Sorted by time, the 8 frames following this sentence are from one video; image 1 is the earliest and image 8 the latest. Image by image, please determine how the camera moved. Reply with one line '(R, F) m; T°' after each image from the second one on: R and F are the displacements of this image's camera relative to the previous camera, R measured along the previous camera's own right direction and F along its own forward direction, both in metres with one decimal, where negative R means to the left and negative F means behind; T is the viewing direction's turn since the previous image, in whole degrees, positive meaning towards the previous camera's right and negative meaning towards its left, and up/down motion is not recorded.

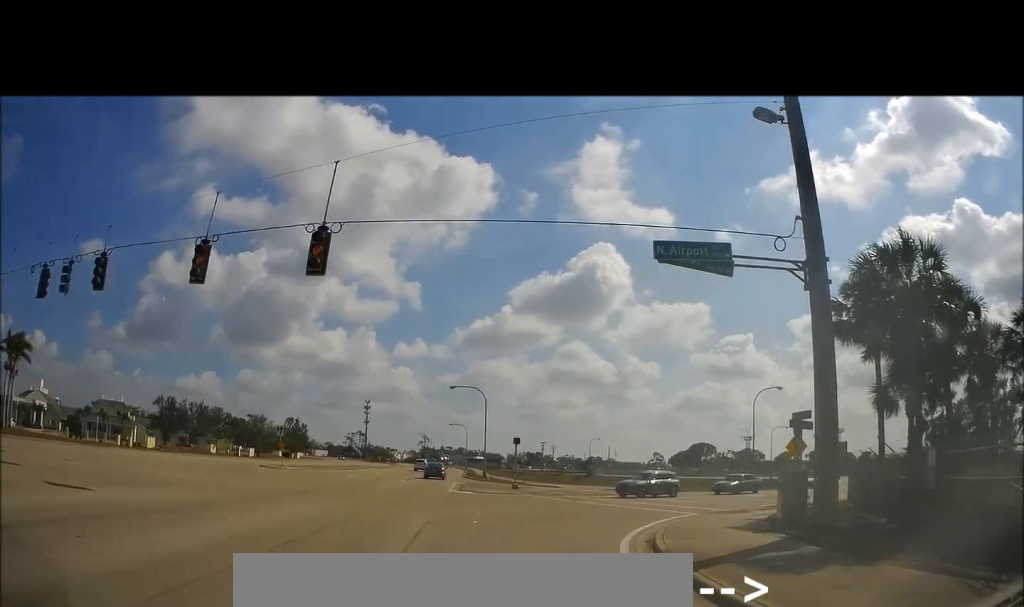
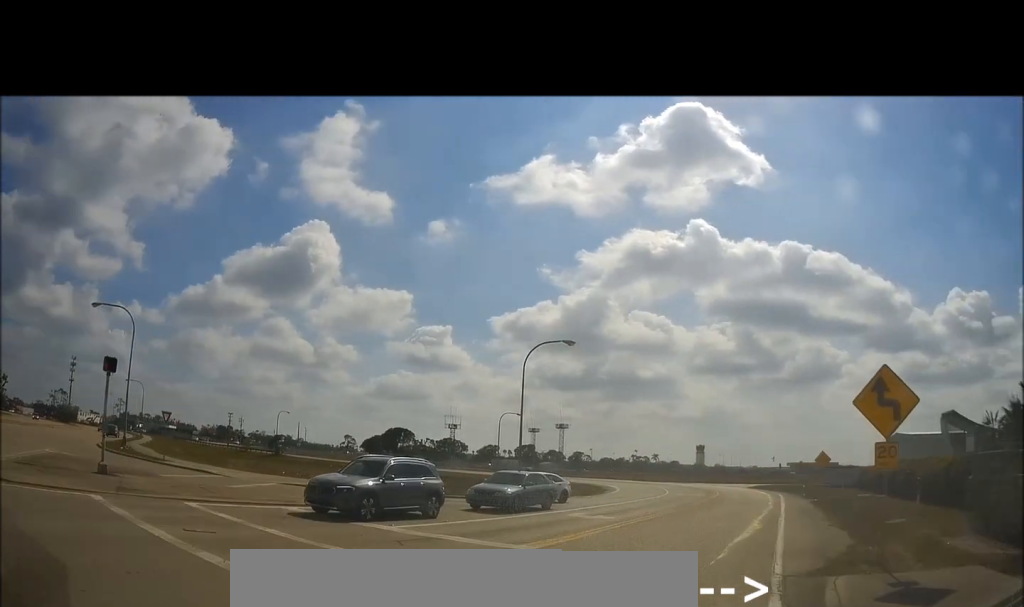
(+4.3, +19.4) m; +29°
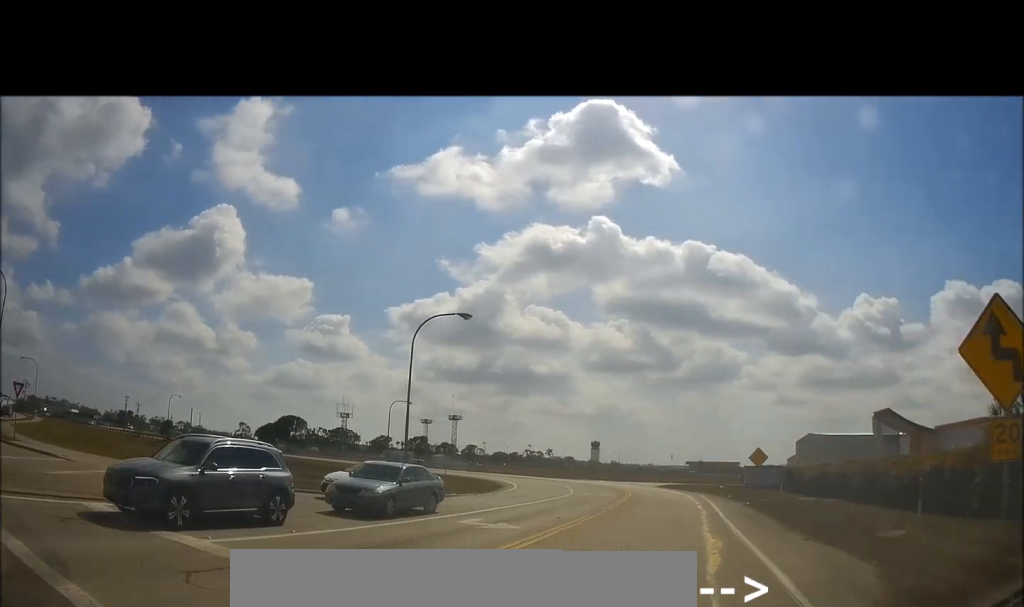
(0.0, +4.6) m; +9°
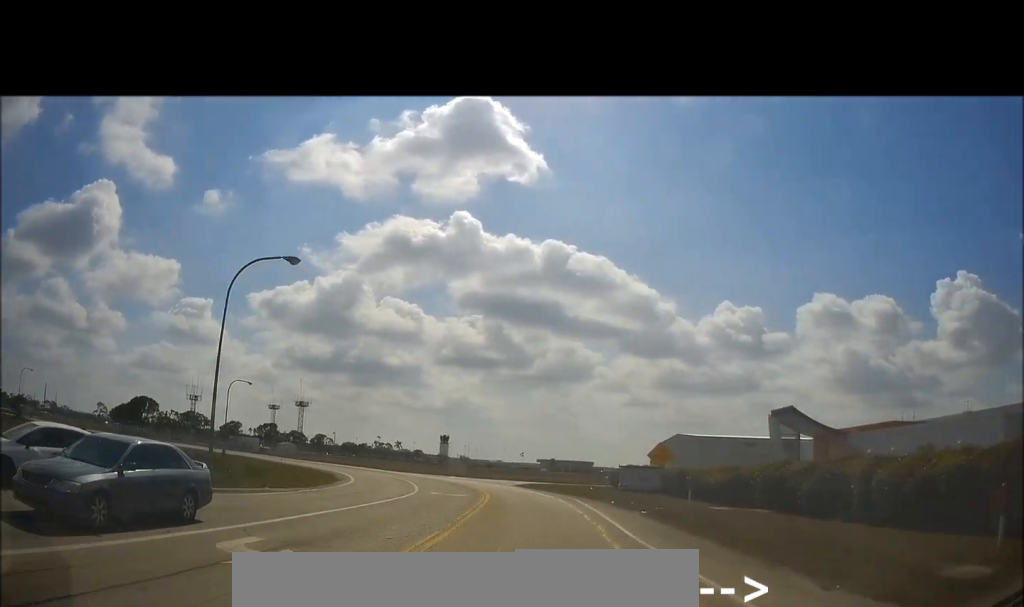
(+1.1, +6.8) m; +15°
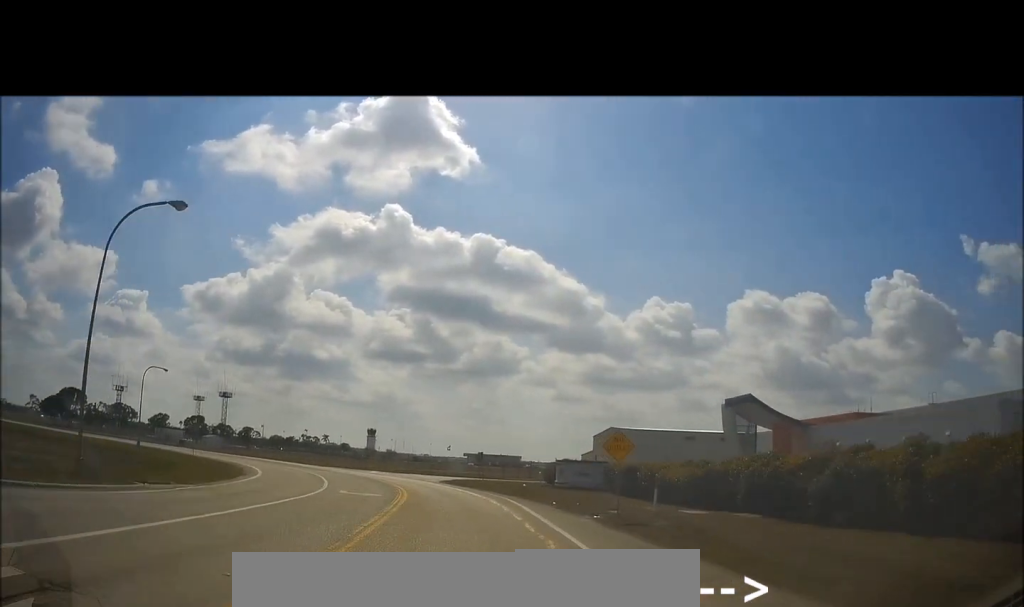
(+0.4, +4.8) m; +6°
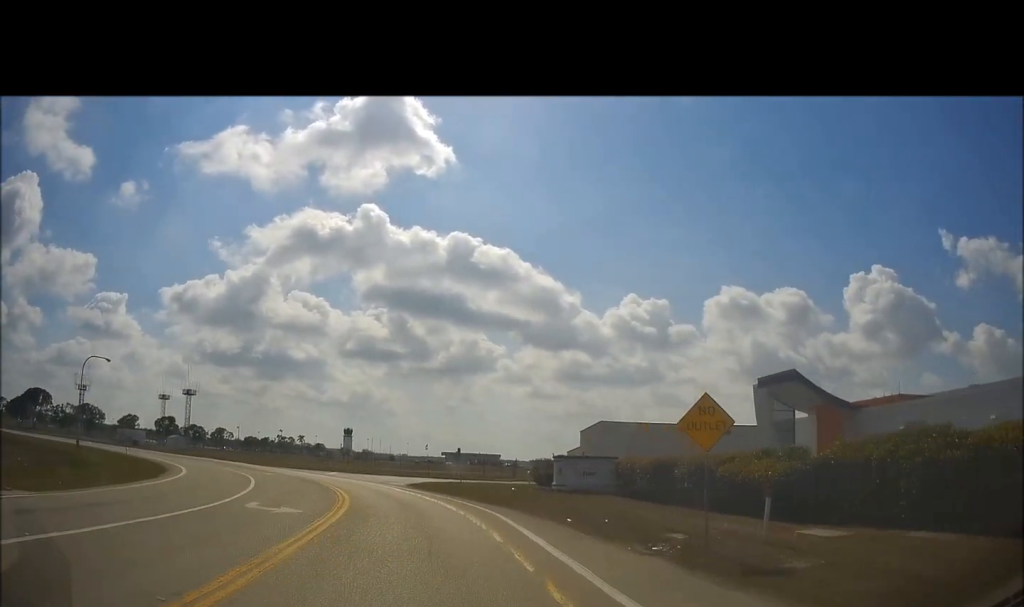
(+0.6, +8.8) m; +1°
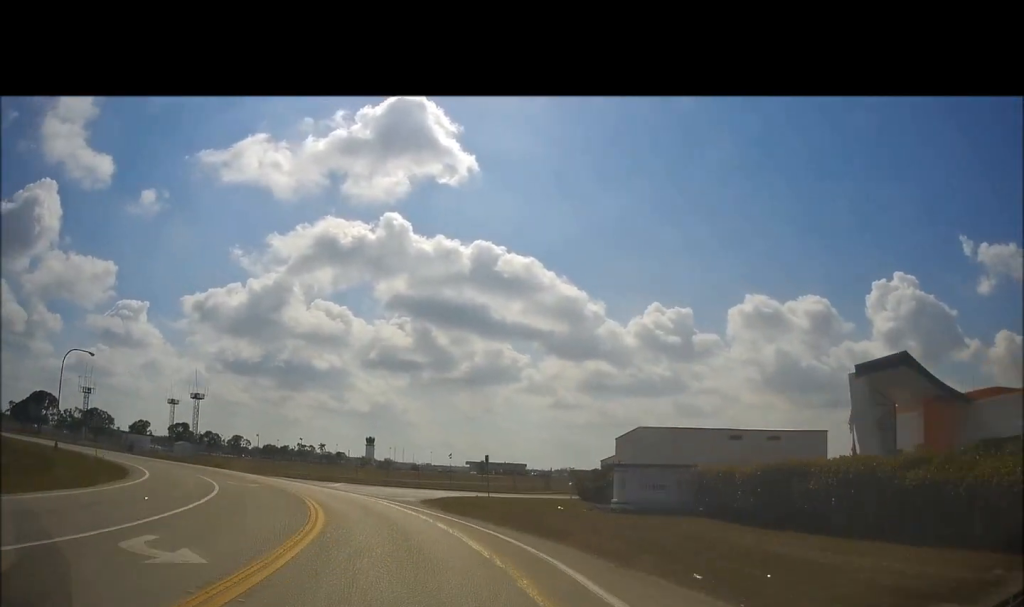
(-0.4, +7.7) m; -4°
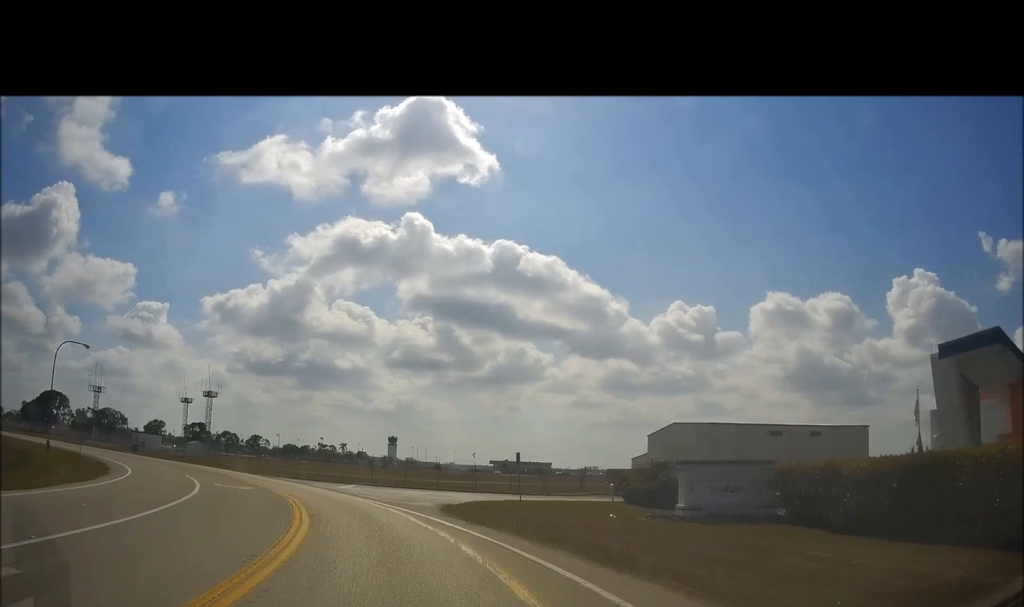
(0.0, +4.7) m; -3°
